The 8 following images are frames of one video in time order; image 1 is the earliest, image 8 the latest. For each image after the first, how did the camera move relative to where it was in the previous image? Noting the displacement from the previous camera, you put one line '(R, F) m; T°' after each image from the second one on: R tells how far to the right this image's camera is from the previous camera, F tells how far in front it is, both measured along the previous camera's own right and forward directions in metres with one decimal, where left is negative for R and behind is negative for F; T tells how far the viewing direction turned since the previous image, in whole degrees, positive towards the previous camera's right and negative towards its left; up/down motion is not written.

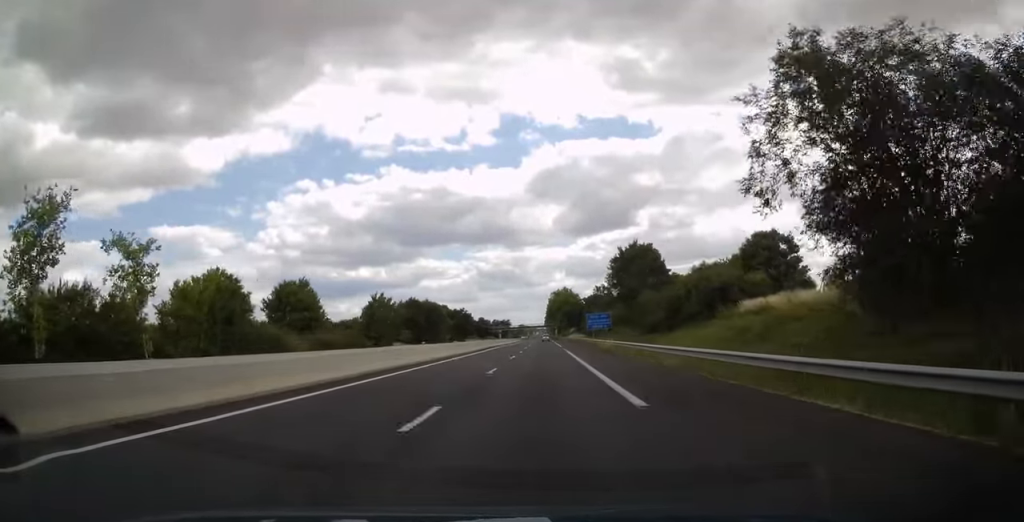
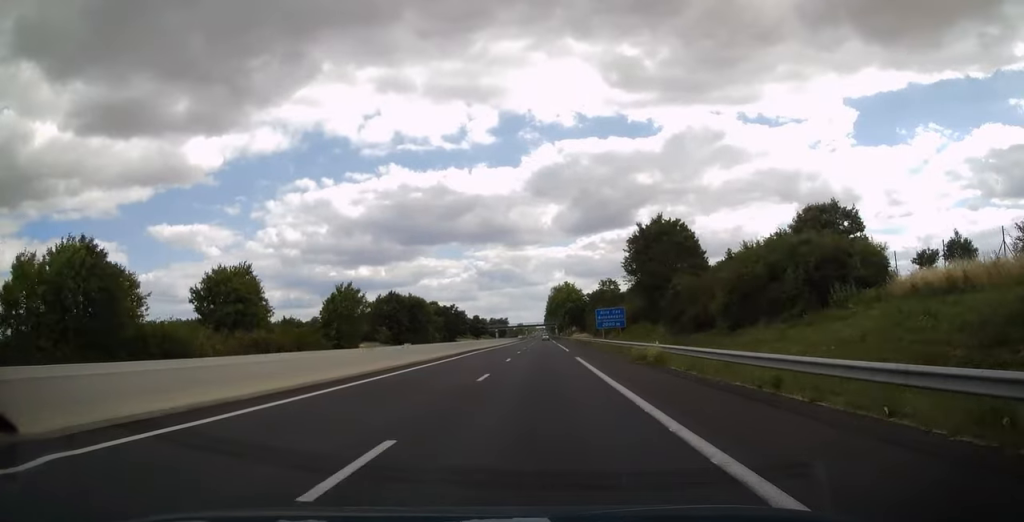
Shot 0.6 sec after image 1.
(0.0, +16.8) m; 0°
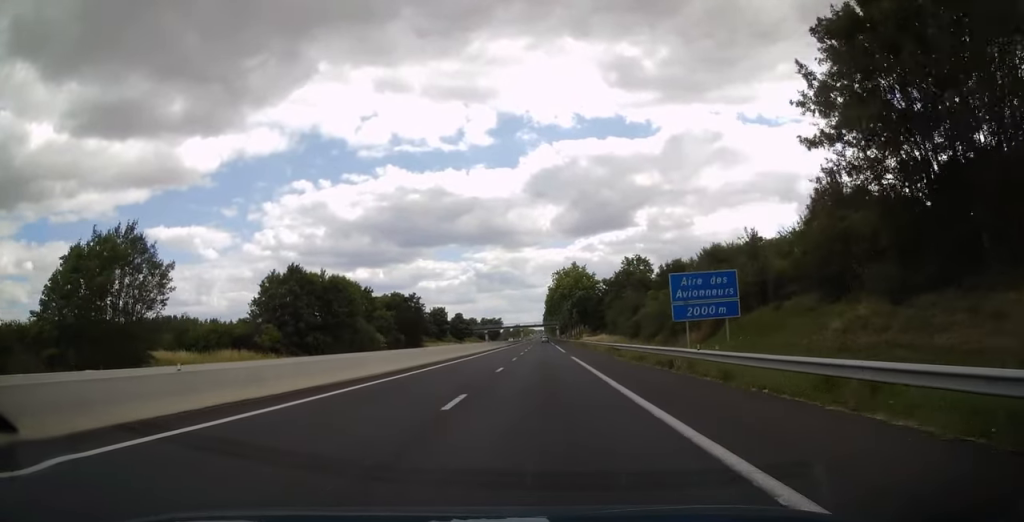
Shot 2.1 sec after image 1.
(+0.1, +45.9) m; 0°
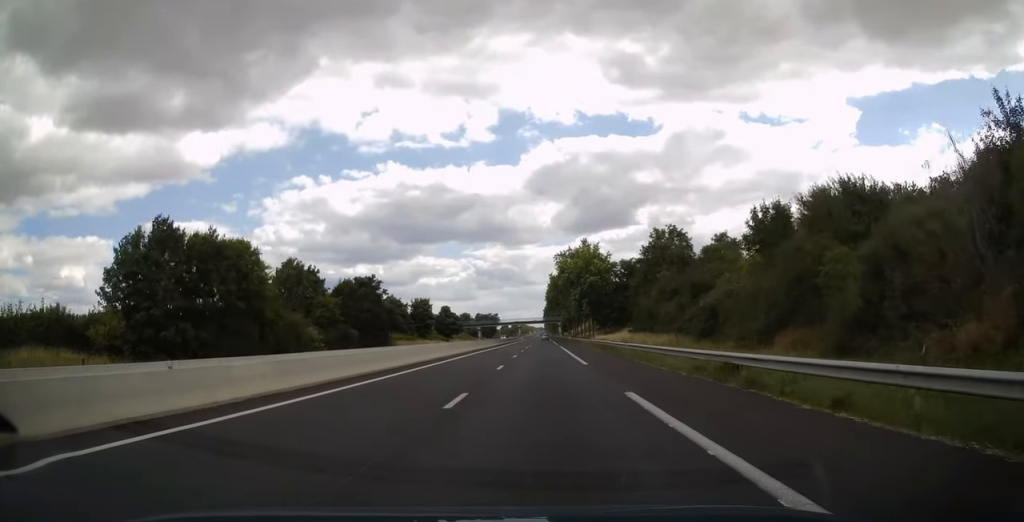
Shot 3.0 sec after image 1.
(-0.1, +26.2) m; 0°
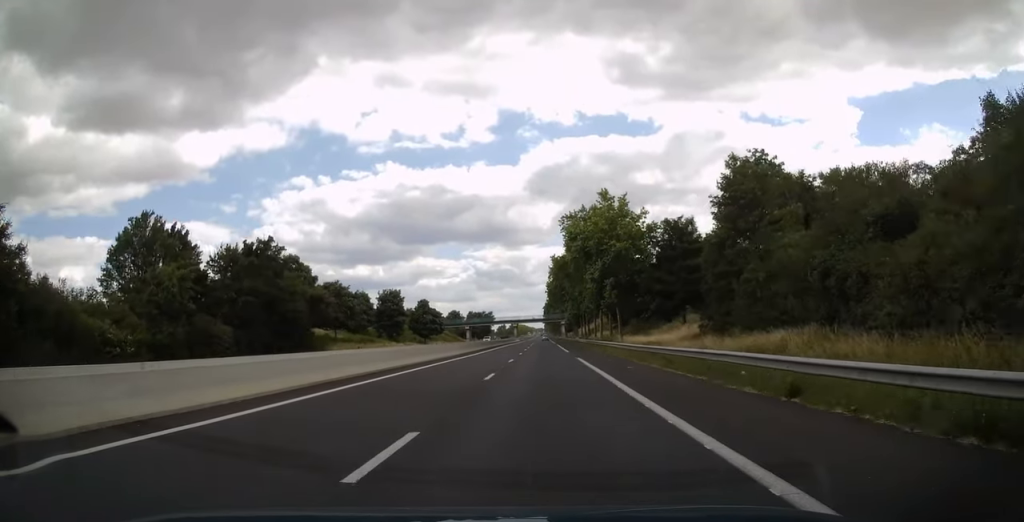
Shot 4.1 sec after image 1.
(+0.1, +32.0) m; 0°
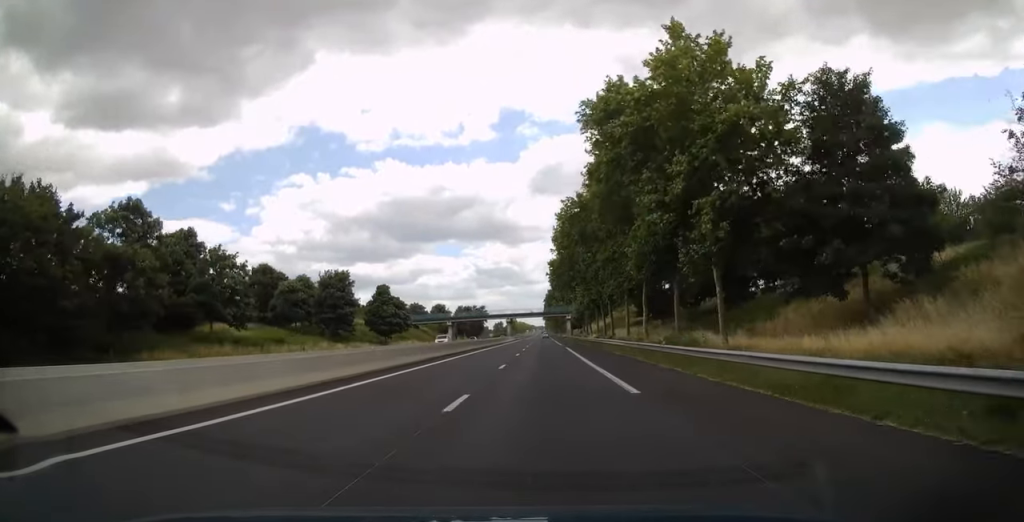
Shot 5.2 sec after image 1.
(0.0, +34.0) m; 0°
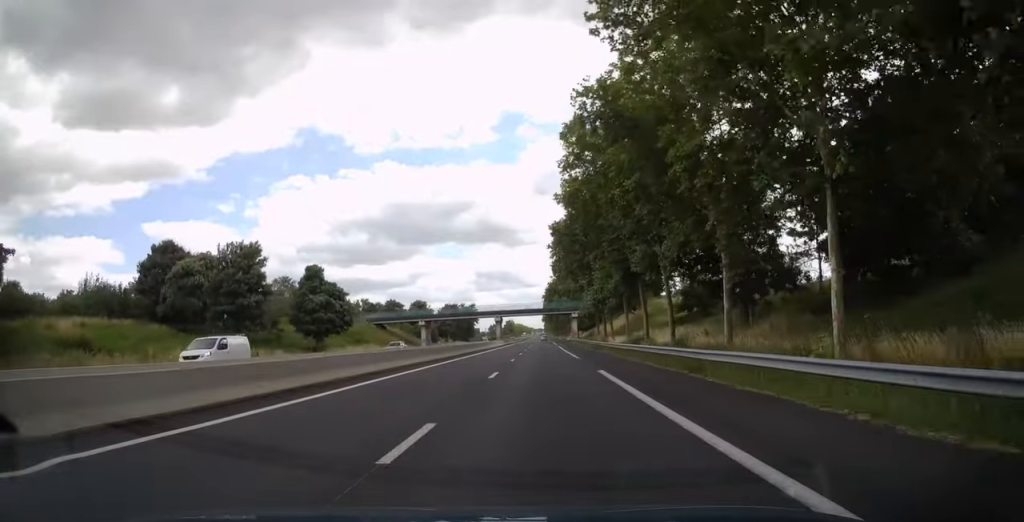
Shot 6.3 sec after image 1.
(0.0, +30.6) m; 0°
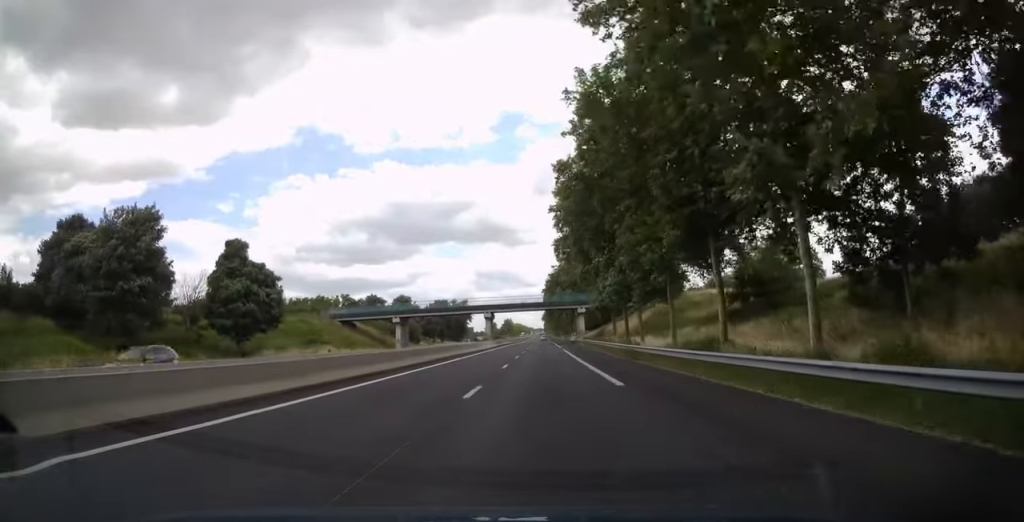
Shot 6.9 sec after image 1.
(0.0, +19.2) m; 0°
